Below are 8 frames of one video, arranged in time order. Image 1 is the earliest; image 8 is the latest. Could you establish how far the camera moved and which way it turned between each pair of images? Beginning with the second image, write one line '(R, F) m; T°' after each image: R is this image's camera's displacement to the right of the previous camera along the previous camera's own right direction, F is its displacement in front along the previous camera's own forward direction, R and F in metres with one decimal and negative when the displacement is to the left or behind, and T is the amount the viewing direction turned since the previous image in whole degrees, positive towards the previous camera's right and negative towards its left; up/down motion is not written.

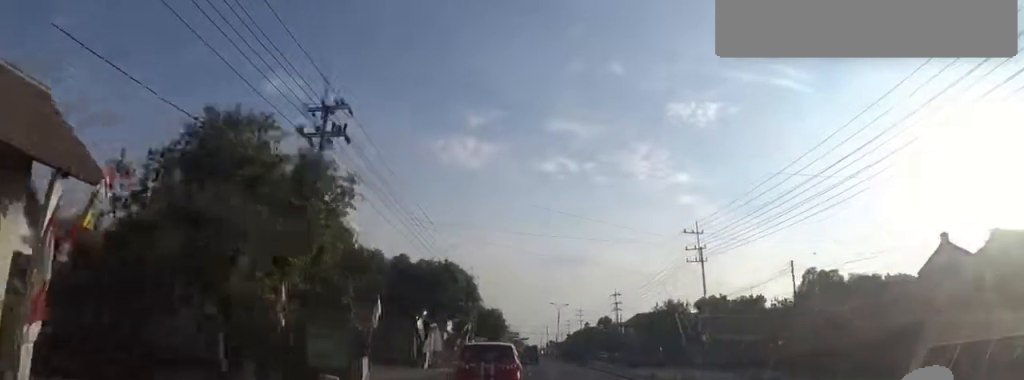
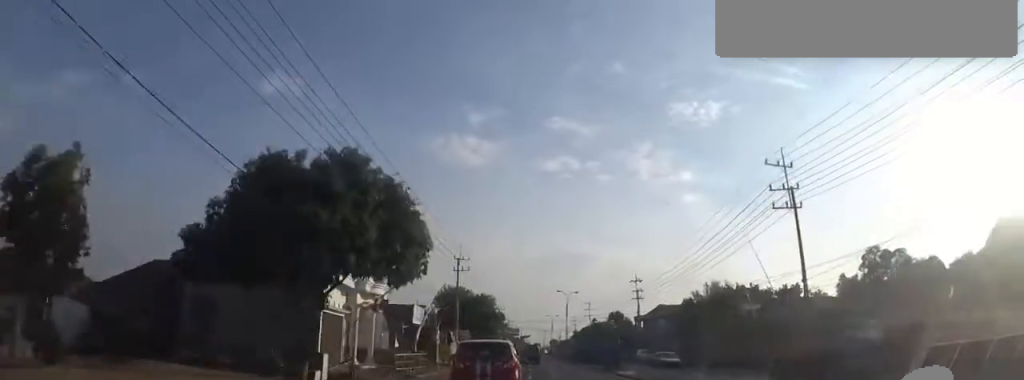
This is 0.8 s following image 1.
(+0.1, +16.1) m; -1°
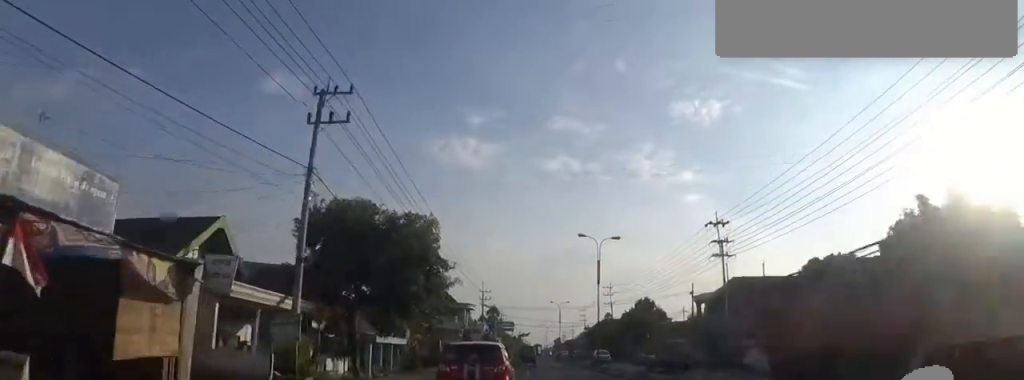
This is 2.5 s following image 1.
(-0.5, +33.5) m; 0°
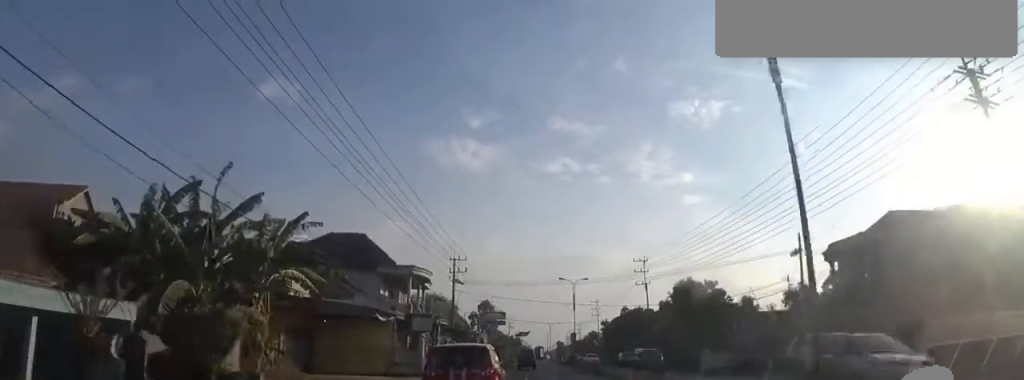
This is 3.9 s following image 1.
(+0.6, +26.6) m; 0°
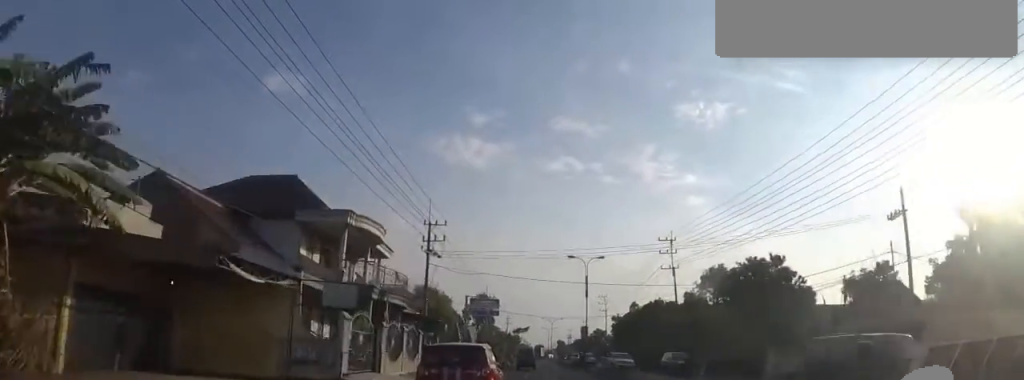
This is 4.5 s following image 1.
(-0.1, +11.8) m; 0°
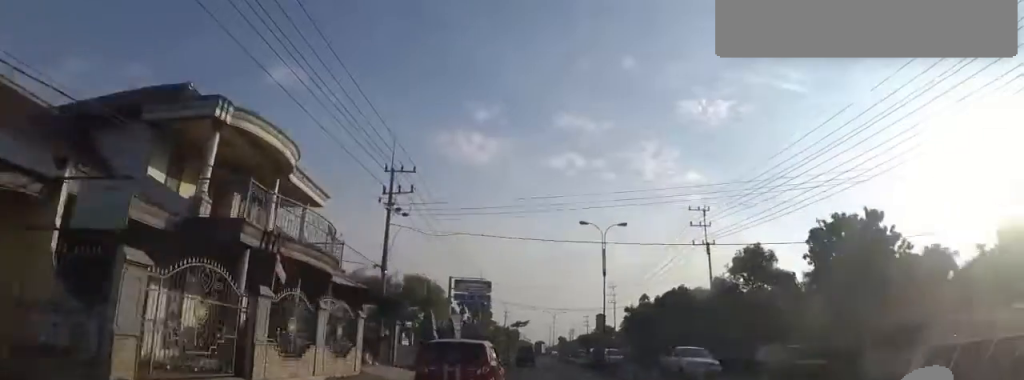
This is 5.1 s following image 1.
(-0.3, +9.7) m; +1°
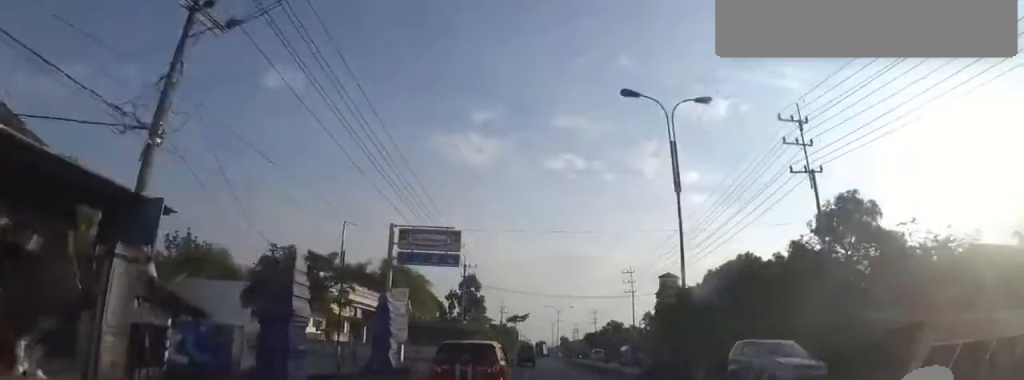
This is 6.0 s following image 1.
(+0.6, +16.2) m; 0°
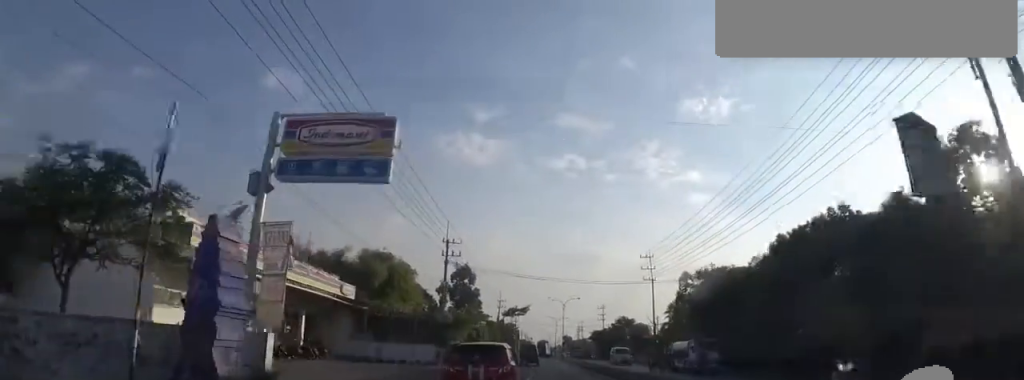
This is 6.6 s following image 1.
(-0.1, +11.1) m; -1°
